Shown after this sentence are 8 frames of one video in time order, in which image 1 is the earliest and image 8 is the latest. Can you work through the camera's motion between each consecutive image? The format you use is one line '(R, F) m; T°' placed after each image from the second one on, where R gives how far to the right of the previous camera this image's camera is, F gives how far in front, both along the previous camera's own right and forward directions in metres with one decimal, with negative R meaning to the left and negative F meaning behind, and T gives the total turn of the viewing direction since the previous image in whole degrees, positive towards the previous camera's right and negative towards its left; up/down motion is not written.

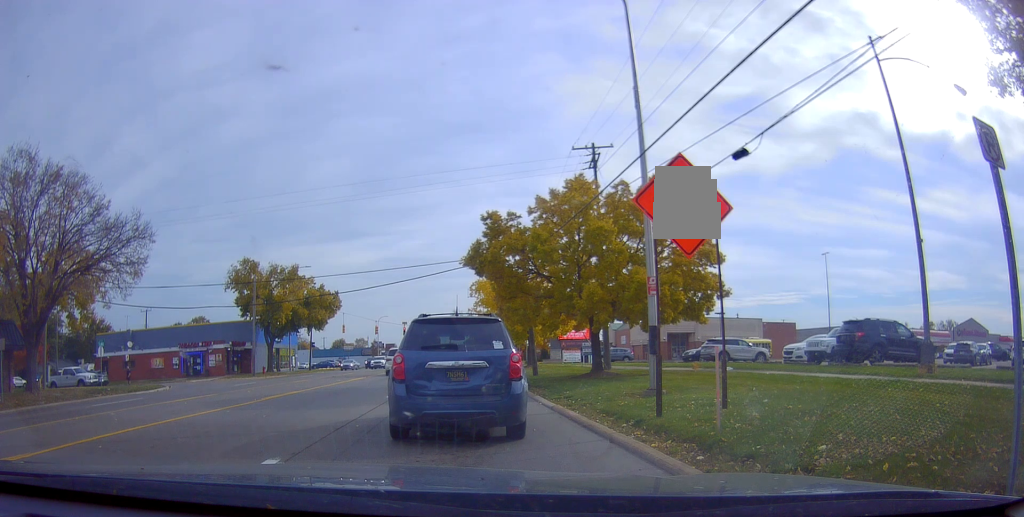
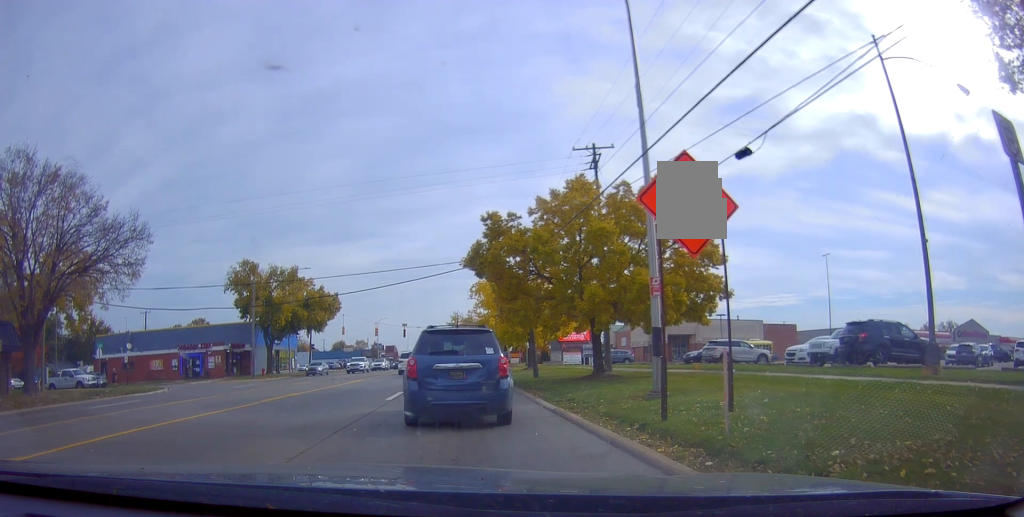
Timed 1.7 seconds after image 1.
(0.0, 0.0) m; 0°
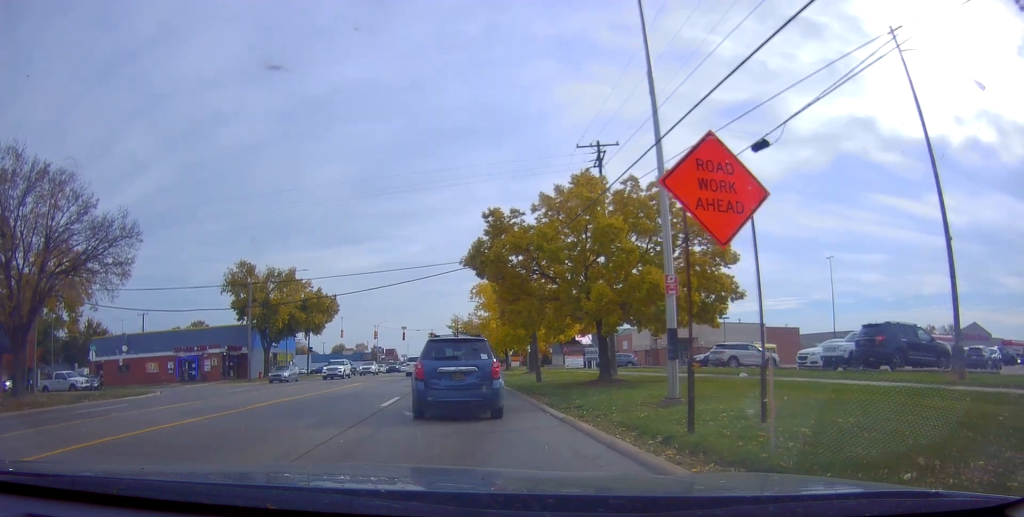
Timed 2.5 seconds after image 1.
(0.0, +0.2) m; 0°
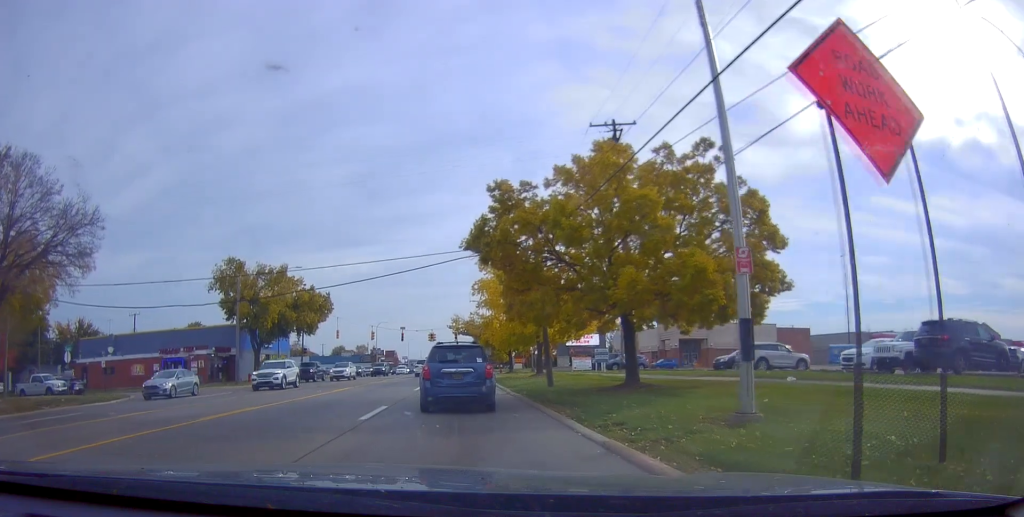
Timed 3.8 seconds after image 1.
(0.0, +2.7) m; 0°
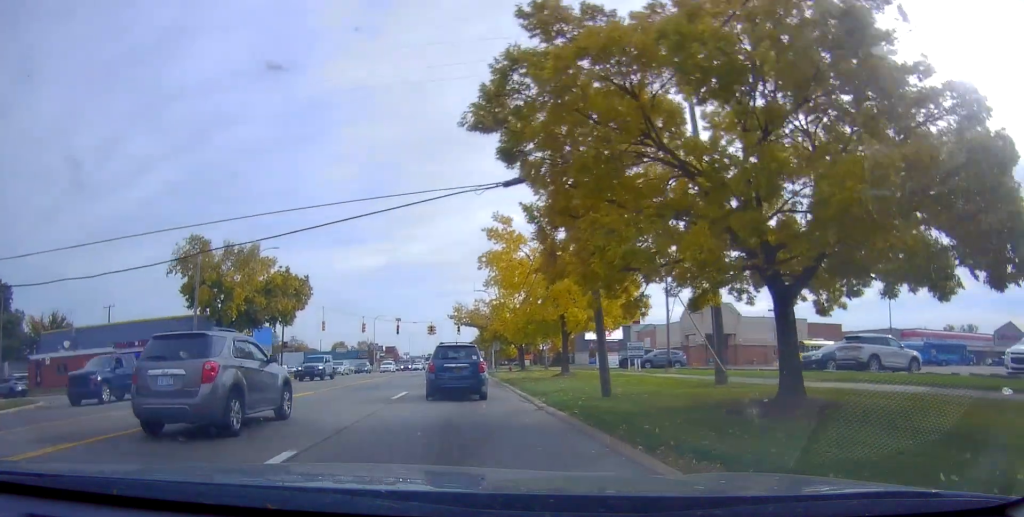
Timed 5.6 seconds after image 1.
(0.0, +8.7) m; 0°
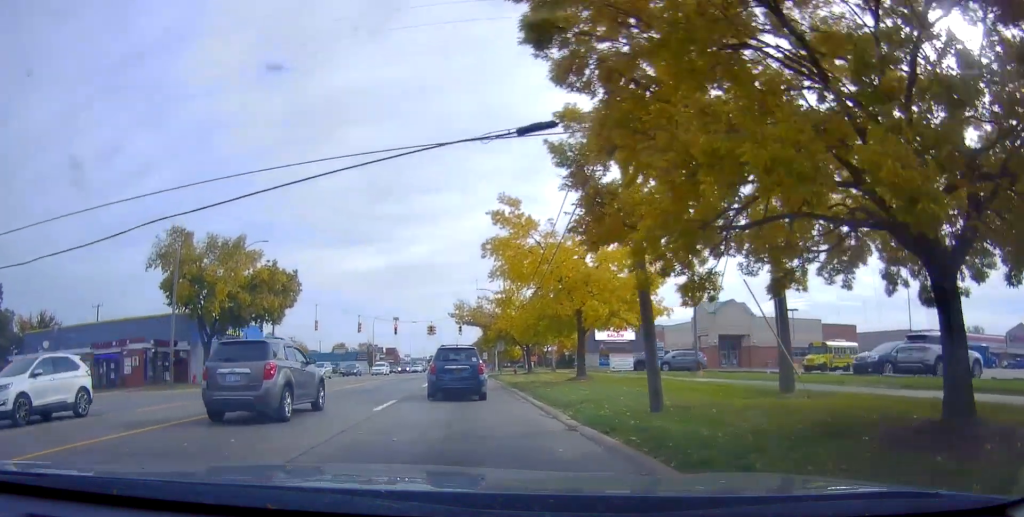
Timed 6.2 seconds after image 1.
(0.0, +4.0) m; 0°
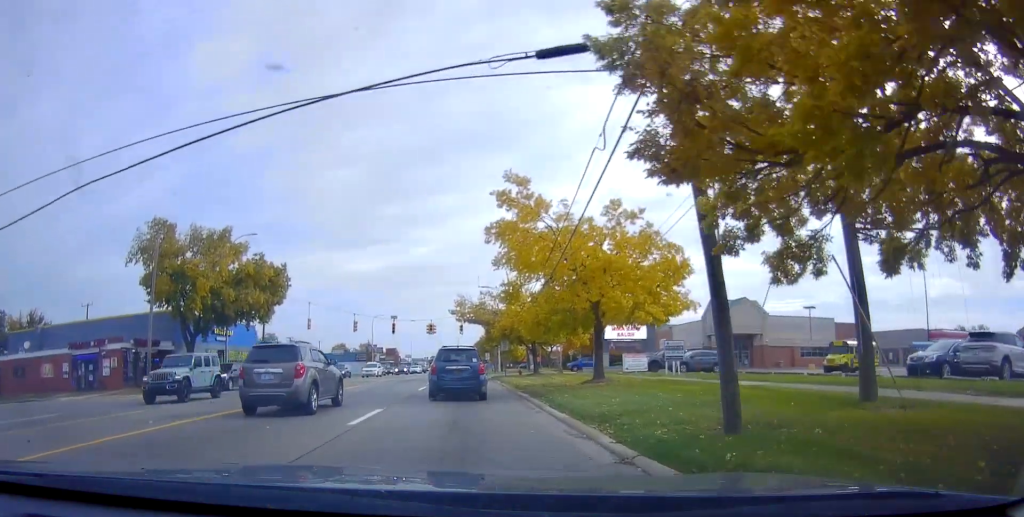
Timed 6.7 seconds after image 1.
(0.0, +3.5) m; 0°
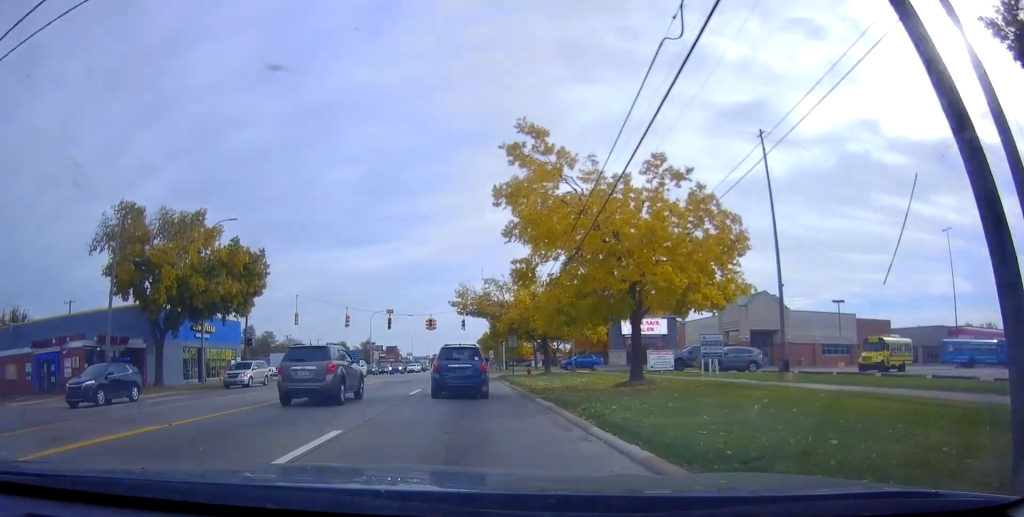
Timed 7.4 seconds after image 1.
(0.0, +5.3) m; 0°
